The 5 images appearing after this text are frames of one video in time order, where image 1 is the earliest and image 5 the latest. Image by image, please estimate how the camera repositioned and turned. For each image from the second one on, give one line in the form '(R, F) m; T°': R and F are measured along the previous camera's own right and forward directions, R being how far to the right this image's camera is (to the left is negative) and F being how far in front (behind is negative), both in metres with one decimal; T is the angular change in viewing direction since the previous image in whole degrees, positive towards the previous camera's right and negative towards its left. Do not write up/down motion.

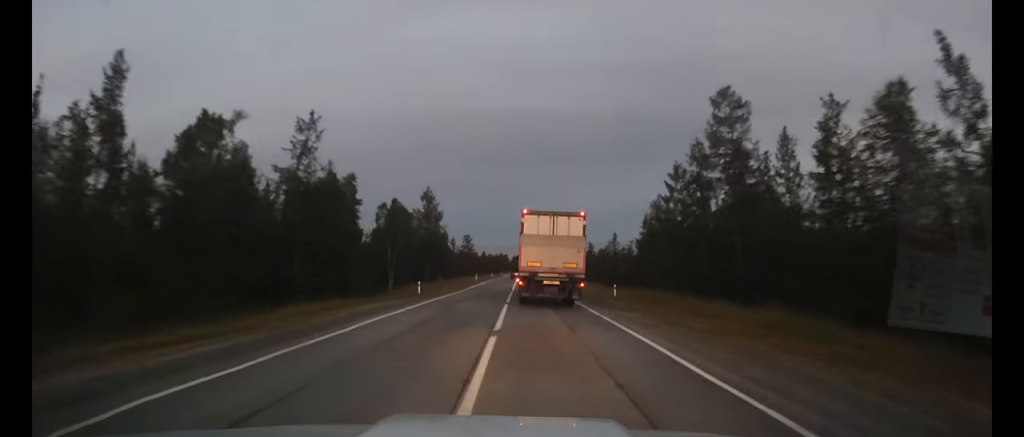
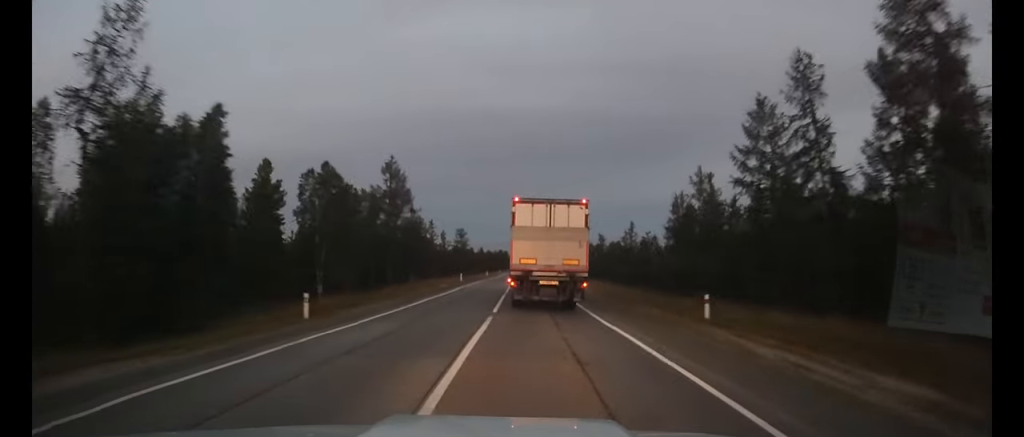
(+0.2, +23.4) m; +1°
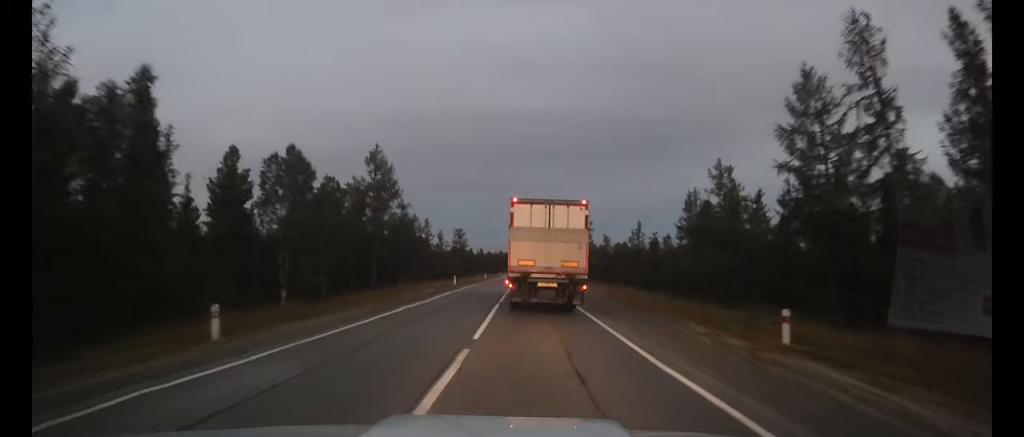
(0.0, +7.3) m; 0°
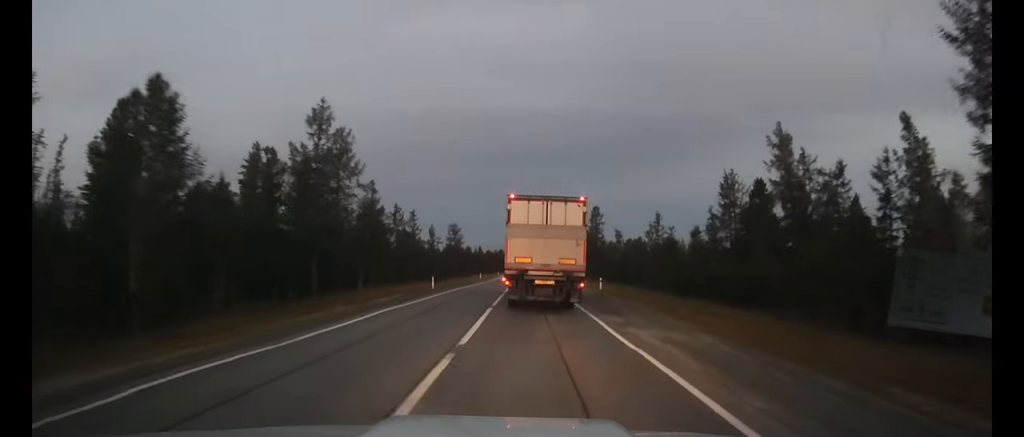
(0.0, +16.8) m; 0°
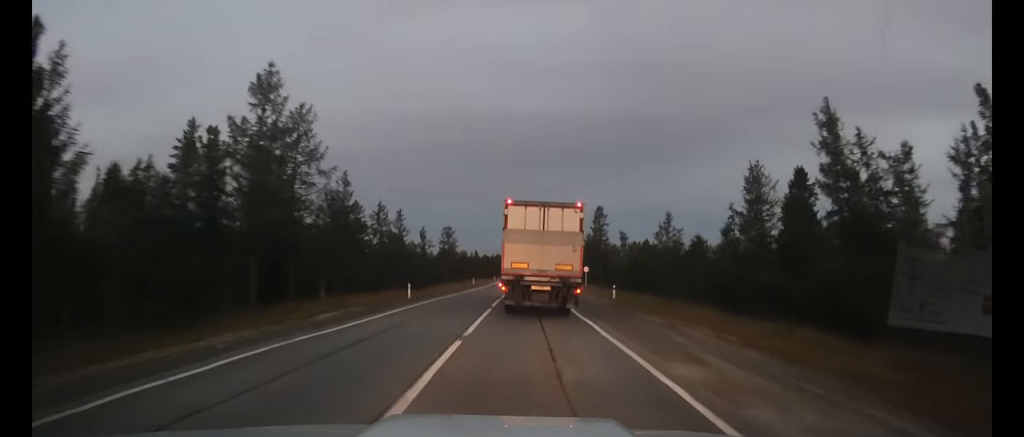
(0.0, +9.4) m; 0°
